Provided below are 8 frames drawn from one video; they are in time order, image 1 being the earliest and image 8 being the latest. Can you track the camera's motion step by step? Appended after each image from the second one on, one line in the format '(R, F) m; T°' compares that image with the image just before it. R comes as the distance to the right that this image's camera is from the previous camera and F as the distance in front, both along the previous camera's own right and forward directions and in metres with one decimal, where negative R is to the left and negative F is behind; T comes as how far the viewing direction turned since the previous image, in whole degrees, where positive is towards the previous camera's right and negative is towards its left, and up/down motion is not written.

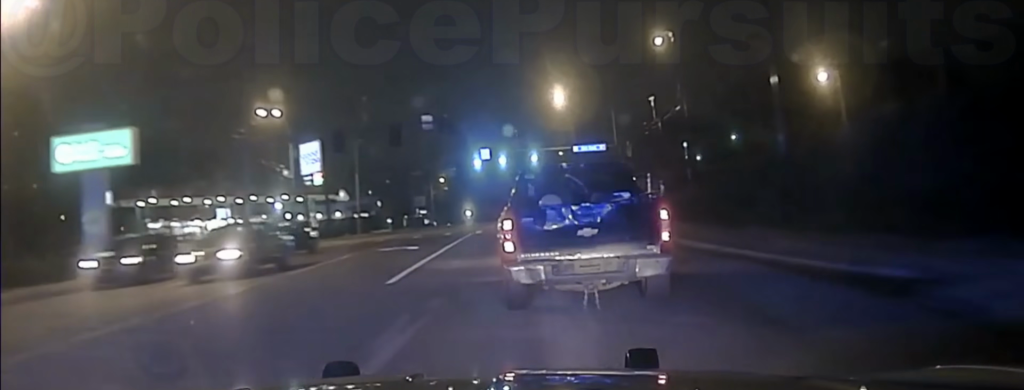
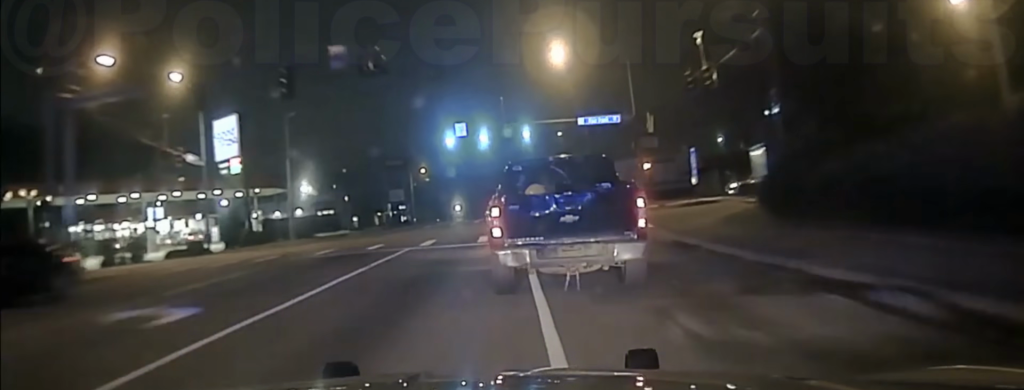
(+0.1, +18.3) m; 0°
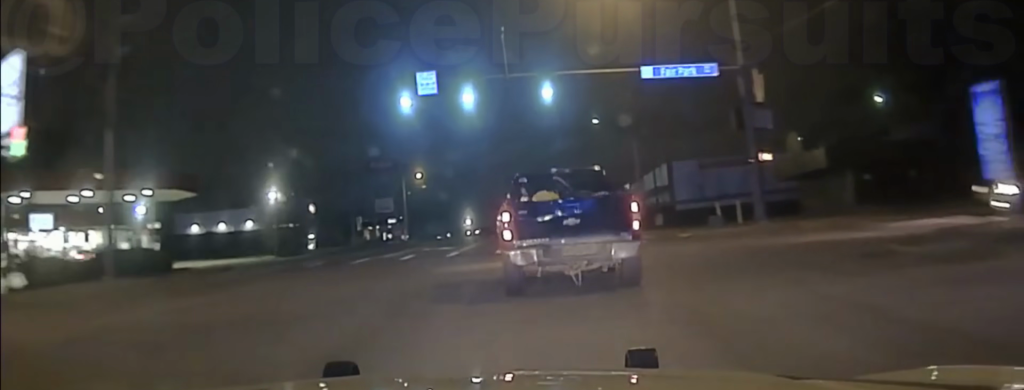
(0.0, +26.4) m; -1°
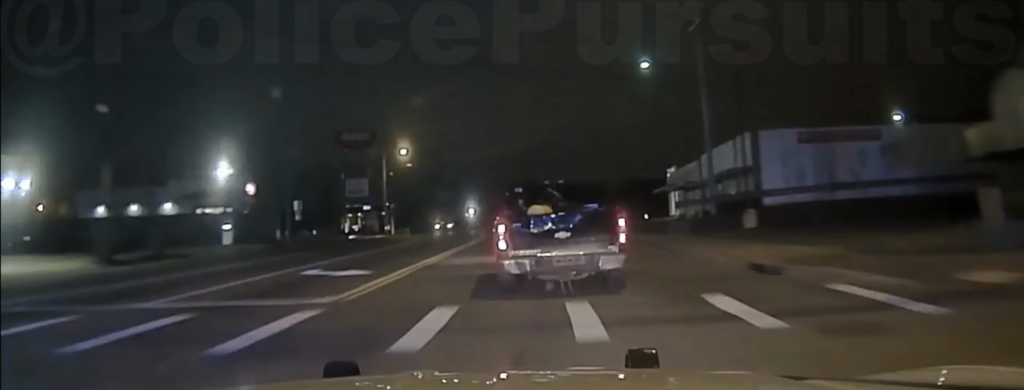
(-0.1, +21.9) m; -1°
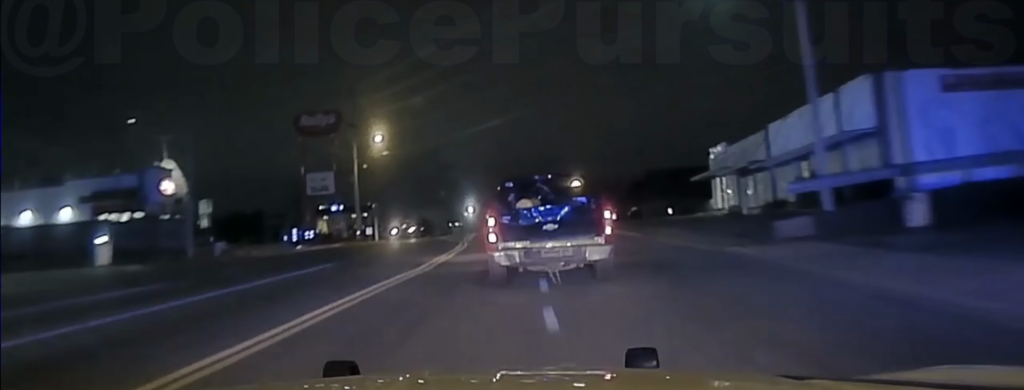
(-0.2, +17.0) m; -1°
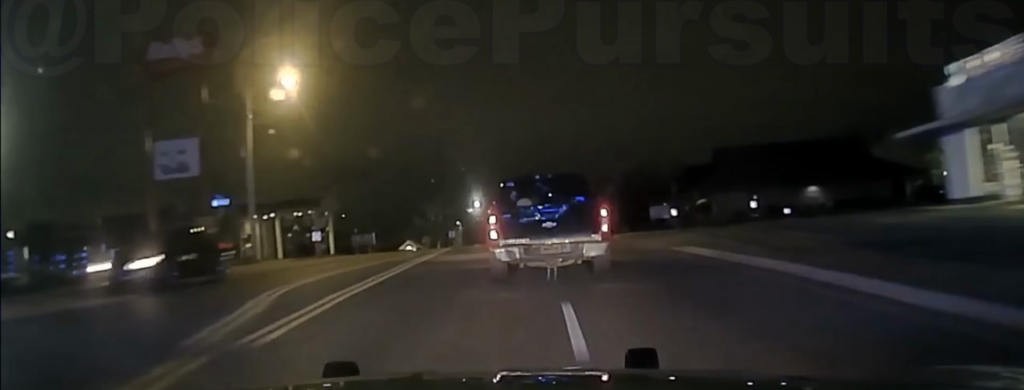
(-0.3, +34.8) m; -1°
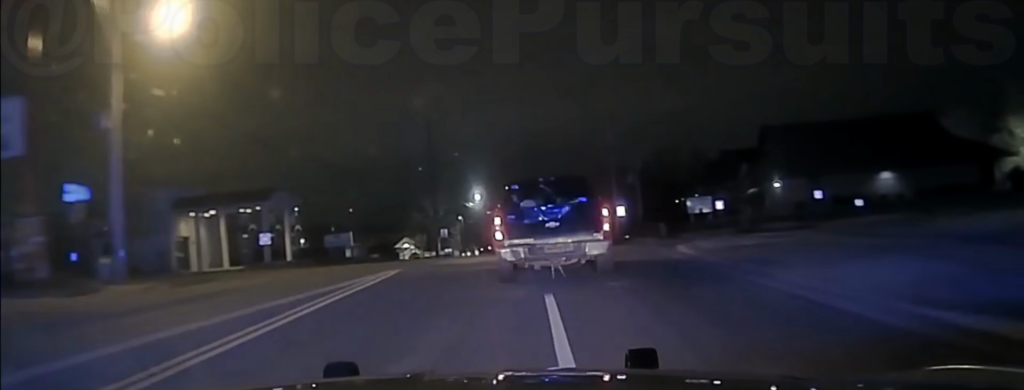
(-0.2, +18.4) m; 0°
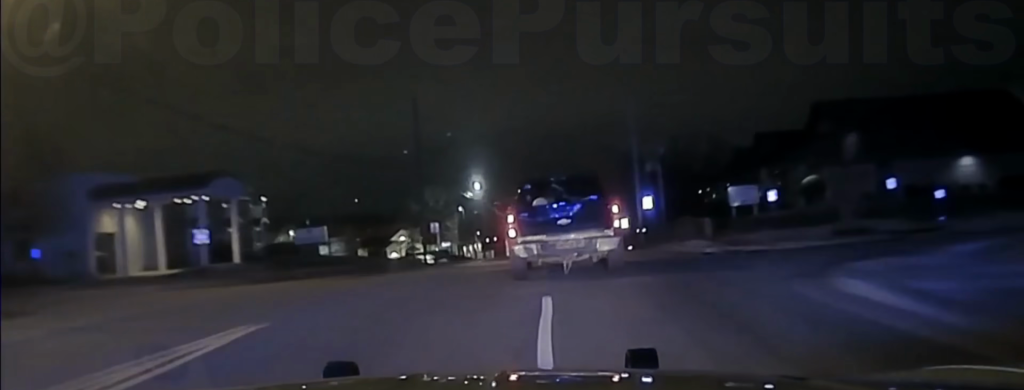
(-0.1, +15.0) m; 0°
